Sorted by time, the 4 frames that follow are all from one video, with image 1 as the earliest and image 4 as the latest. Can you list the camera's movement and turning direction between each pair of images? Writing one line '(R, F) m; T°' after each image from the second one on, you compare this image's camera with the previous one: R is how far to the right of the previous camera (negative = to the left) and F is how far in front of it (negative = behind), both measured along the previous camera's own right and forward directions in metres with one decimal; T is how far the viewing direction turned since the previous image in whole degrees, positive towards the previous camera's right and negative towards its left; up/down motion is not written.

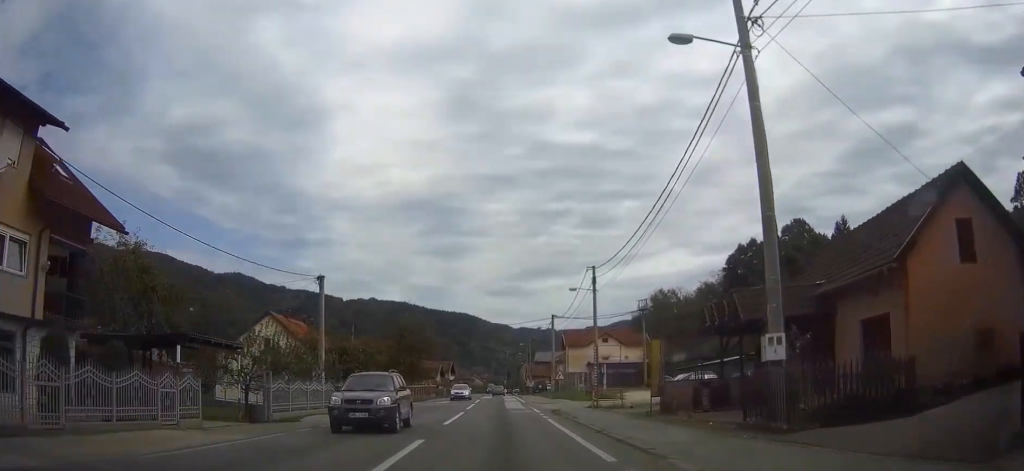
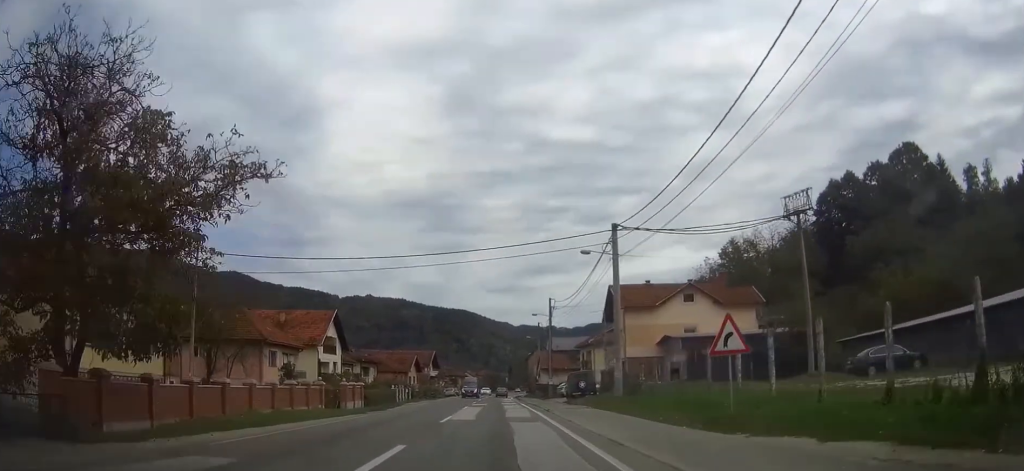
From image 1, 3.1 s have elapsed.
(0.0, +47.0) m; 0°
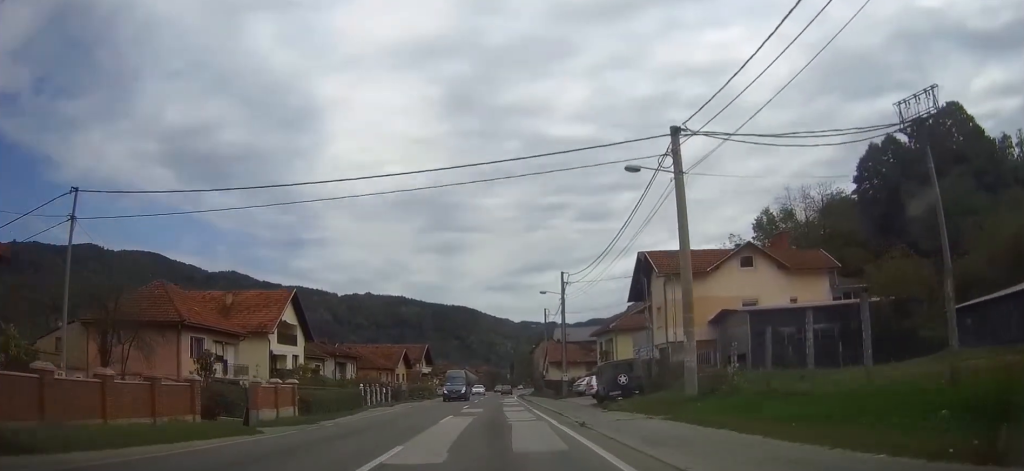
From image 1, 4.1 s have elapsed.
(0.0, +14.3) m; 0°
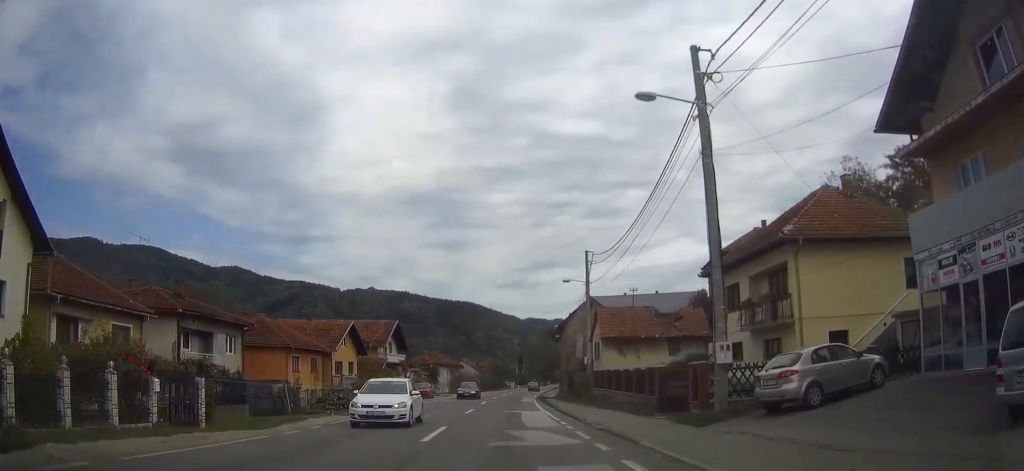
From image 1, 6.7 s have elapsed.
(0.0, +38.4) m; 0°
